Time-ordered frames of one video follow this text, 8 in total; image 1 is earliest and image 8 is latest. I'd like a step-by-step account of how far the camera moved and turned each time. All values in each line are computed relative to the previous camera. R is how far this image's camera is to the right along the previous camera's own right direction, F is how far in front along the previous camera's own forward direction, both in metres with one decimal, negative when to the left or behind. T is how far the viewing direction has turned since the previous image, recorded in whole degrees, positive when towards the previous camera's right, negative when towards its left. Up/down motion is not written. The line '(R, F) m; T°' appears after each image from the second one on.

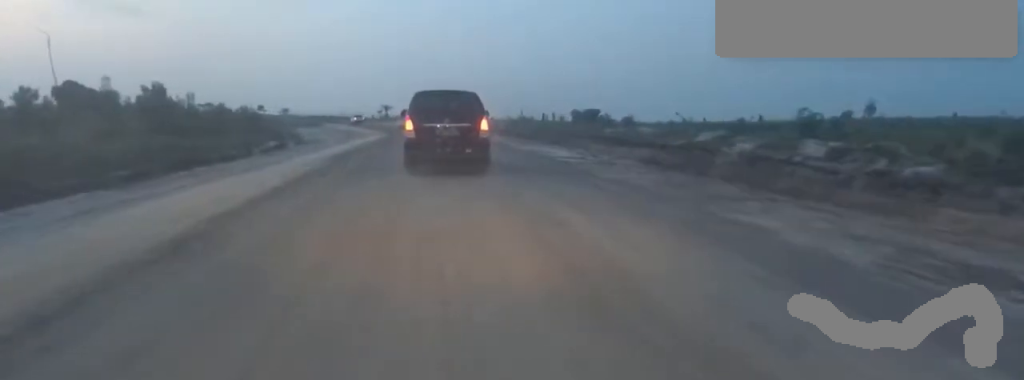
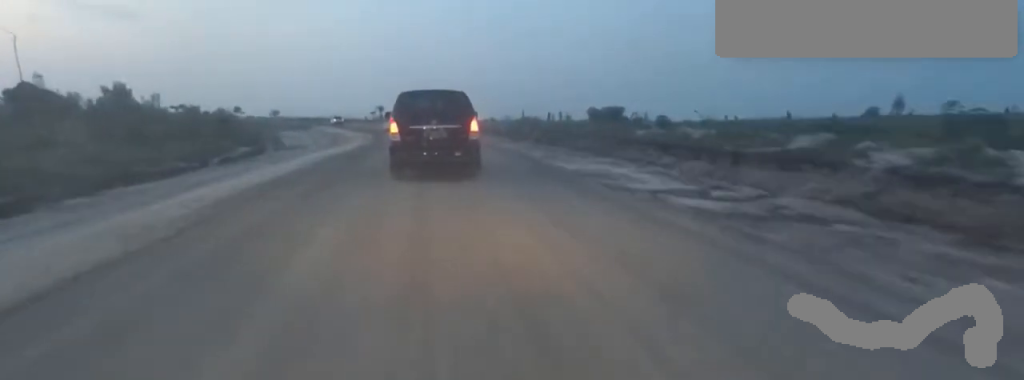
(0.0, +10.4) m; -4°
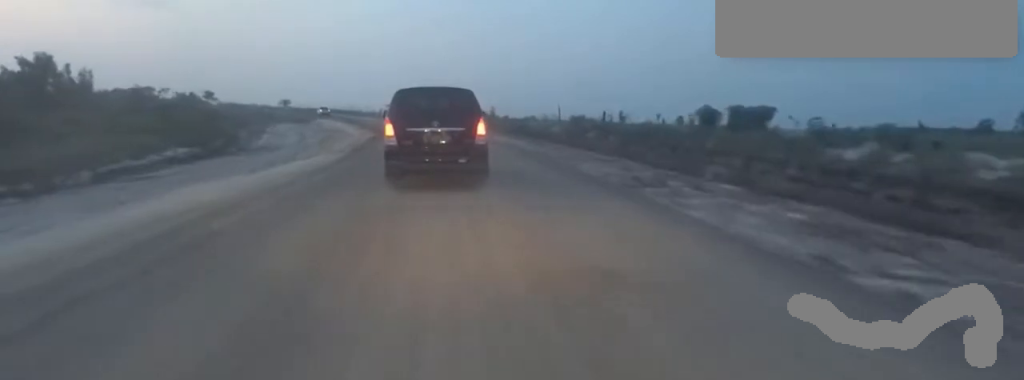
(-0.8, +21.3) m; +3°
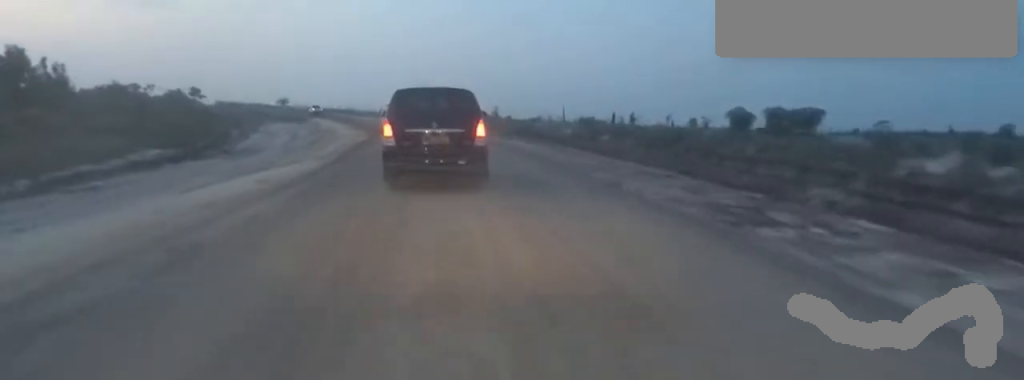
(+0.1, +4.3) m; +1°
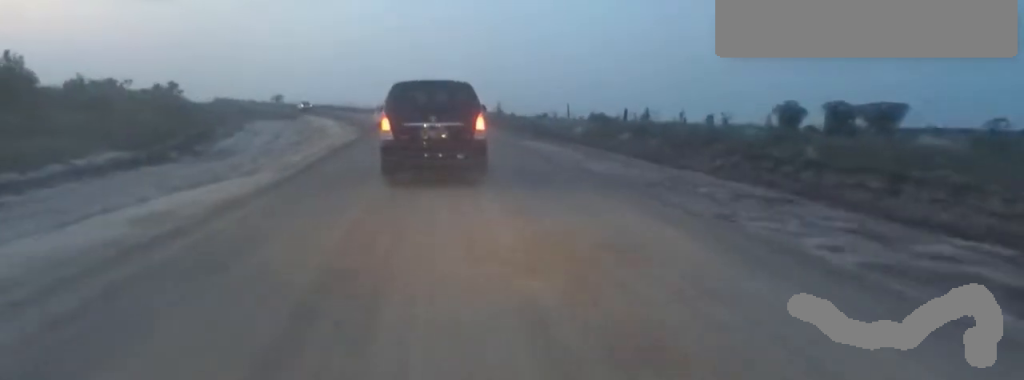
(0.0, +5.2) m; 0°
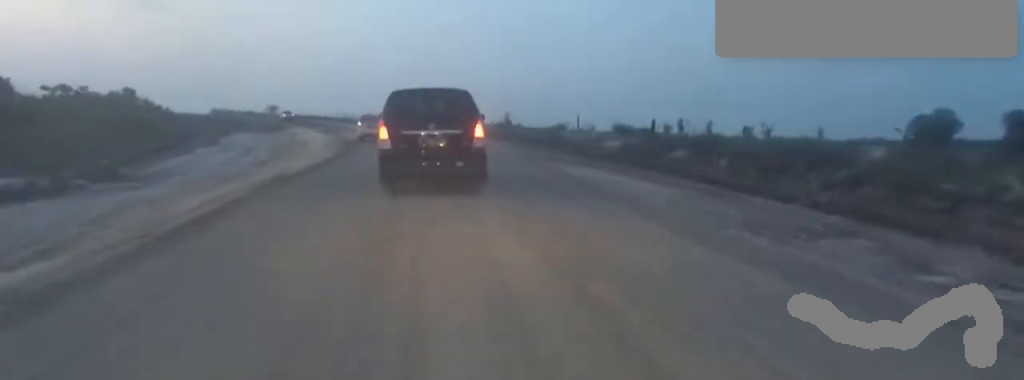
(0.0, +9.5) m; -2°
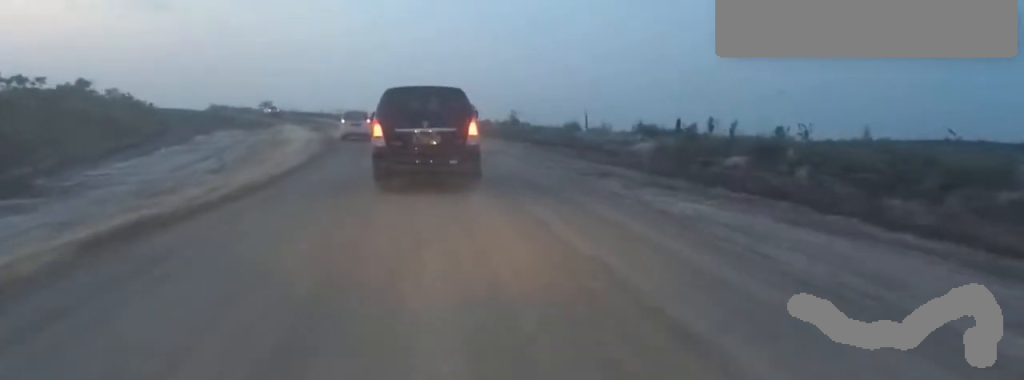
(-0.2, +6.8) m; -4°
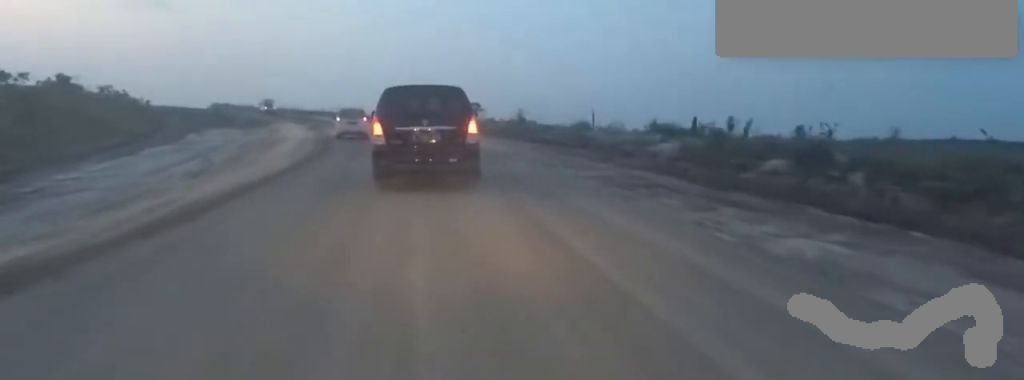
(-0.1, +3.0) m; -2°
